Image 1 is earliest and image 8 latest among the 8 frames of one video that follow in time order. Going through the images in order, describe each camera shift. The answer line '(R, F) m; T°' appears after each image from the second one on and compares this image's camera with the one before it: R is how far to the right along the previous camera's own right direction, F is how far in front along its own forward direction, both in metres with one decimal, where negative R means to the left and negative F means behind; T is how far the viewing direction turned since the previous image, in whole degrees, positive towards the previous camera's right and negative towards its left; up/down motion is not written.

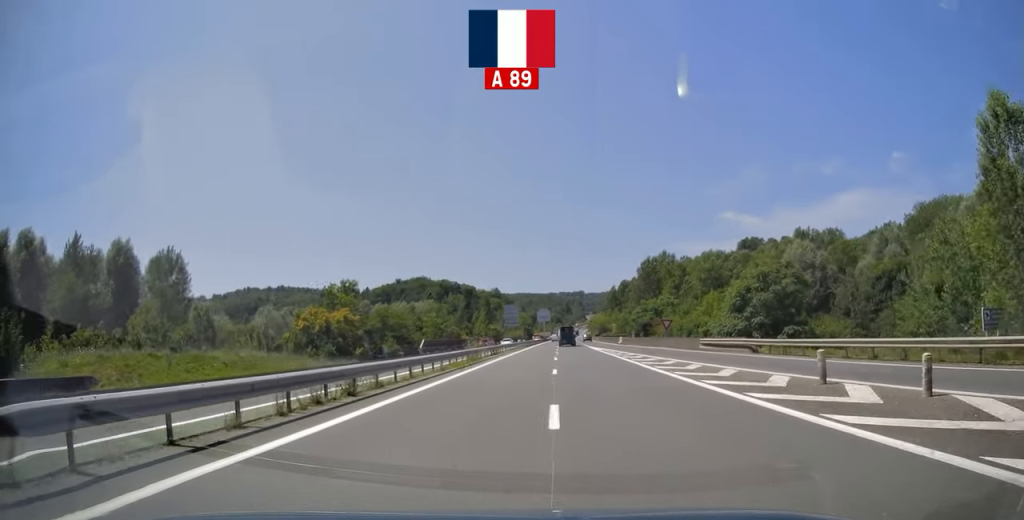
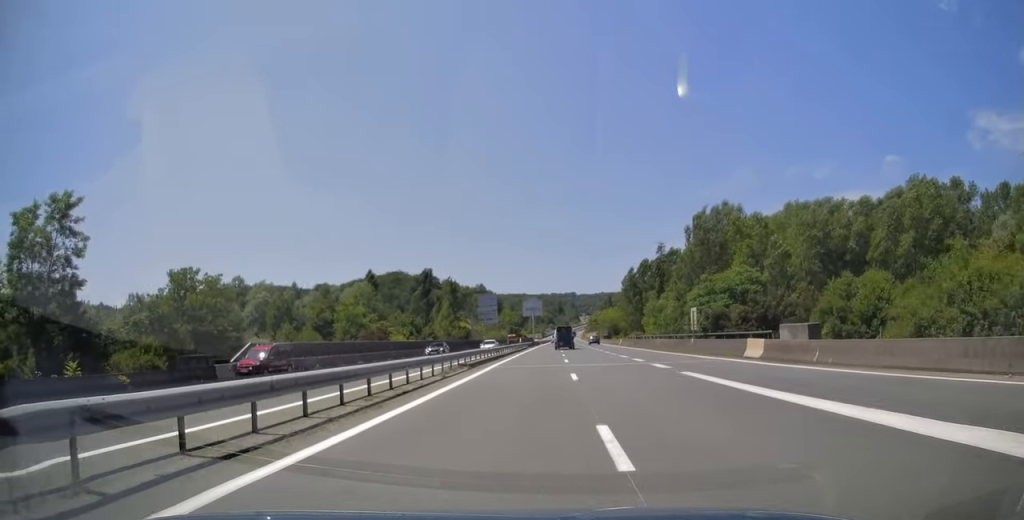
(+0.1, +55.0) m; 0°
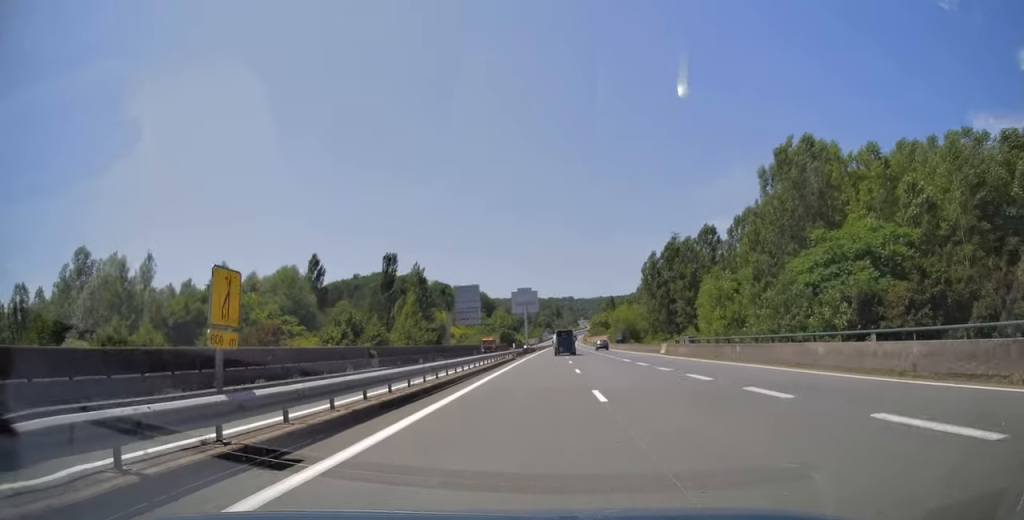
(0.0, +31.7) m; 0°
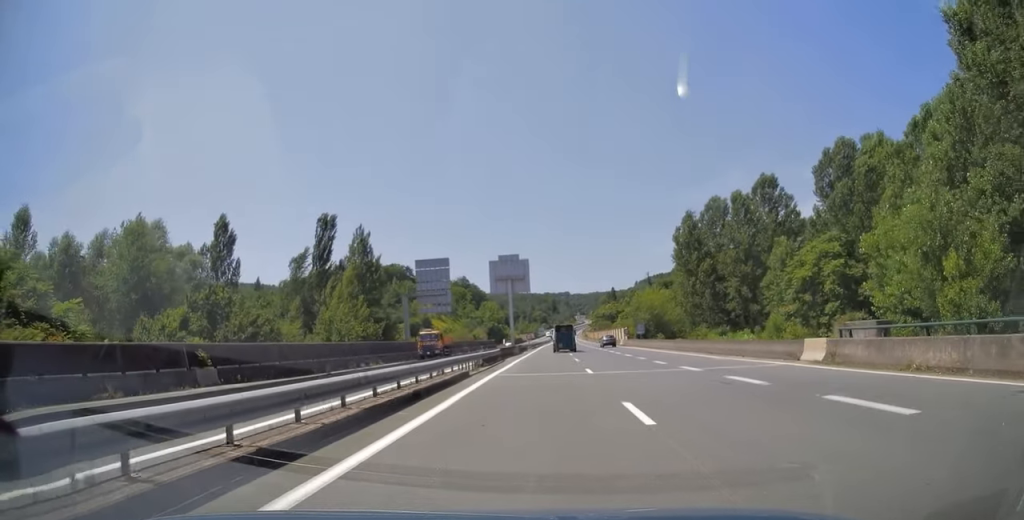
(+0.3, +30.3) m; +1°
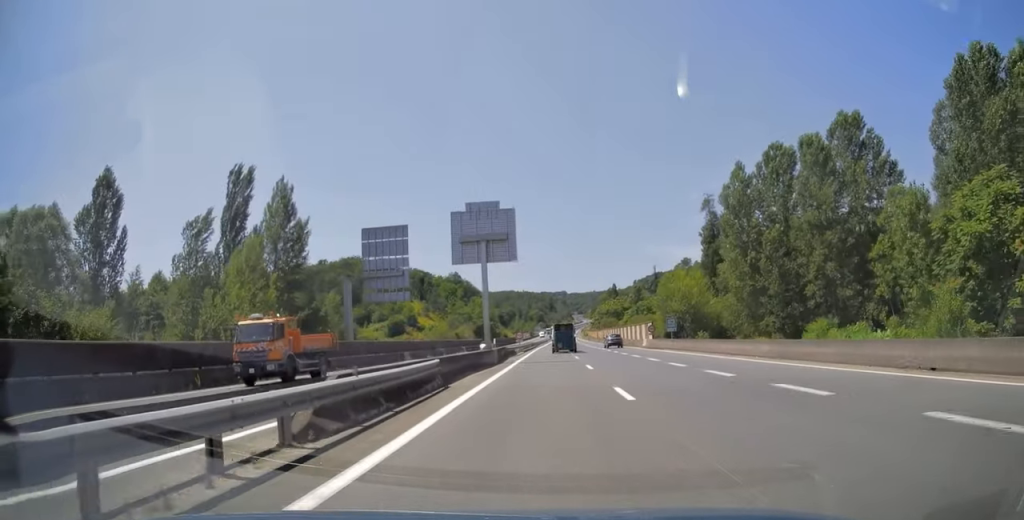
(+0.3, +22.7) m; 0°
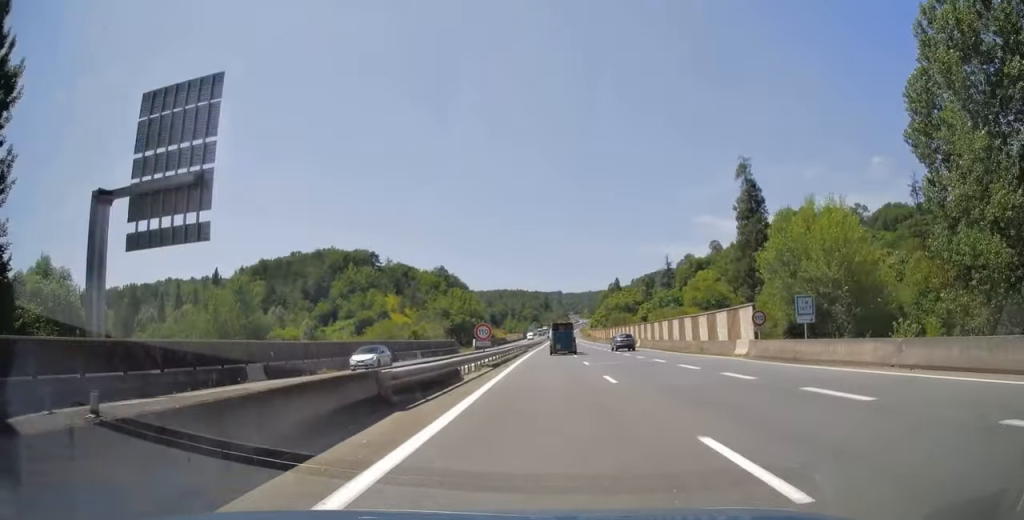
(0.0, +34.2) m; 0°
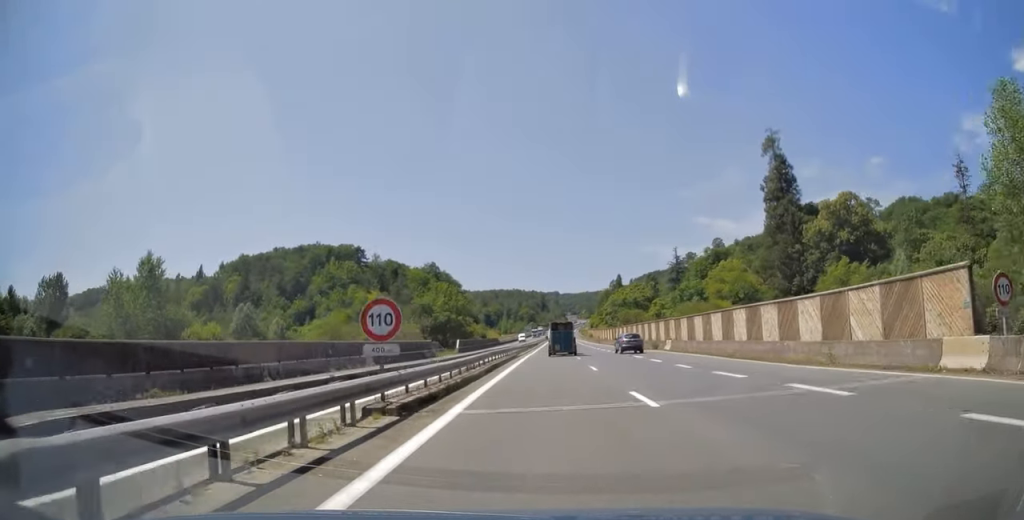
(0.0, +18.6) m; 0°
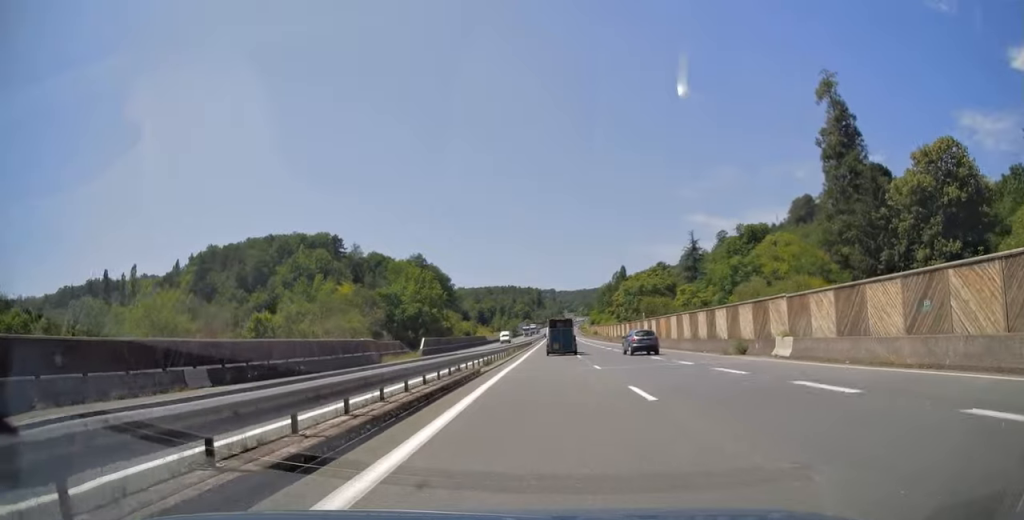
(+0.1, +26.5) m; 0°
